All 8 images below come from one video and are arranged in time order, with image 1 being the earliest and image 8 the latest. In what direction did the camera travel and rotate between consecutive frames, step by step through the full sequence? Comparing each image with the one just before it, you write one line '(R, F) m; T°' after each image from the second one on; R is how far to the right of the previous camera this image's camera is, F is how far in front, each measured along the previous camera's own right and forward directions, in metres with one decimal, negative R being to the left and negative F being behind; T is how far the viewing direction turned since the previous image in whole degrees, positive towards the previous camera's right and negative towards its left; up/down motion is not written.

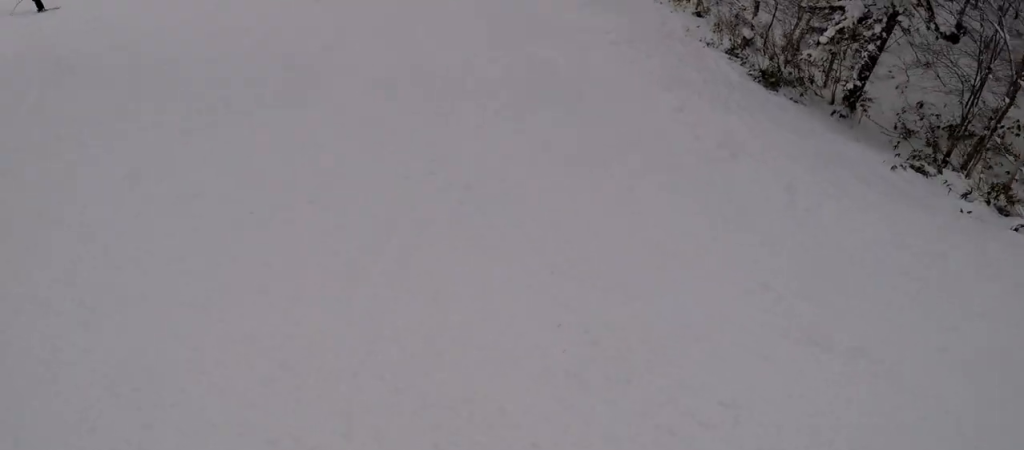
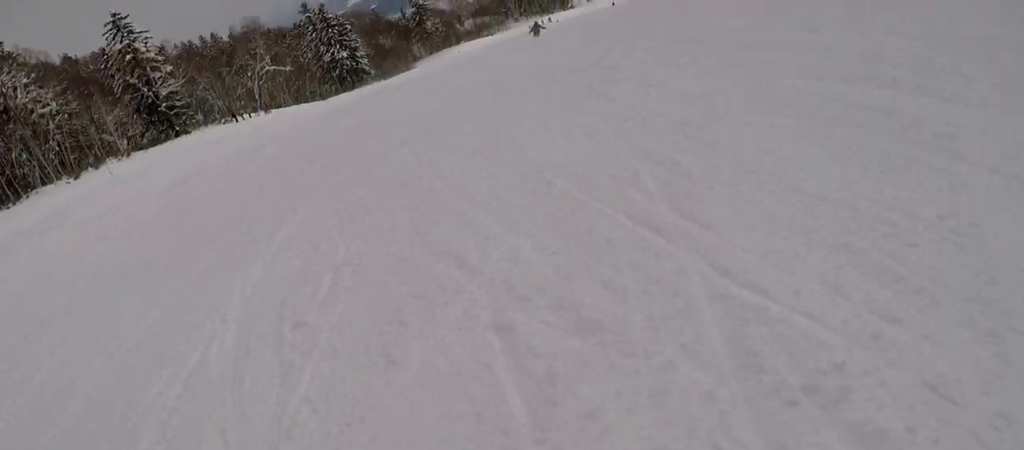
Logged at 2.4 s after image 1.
(-5.5, +18.4) m; -6°
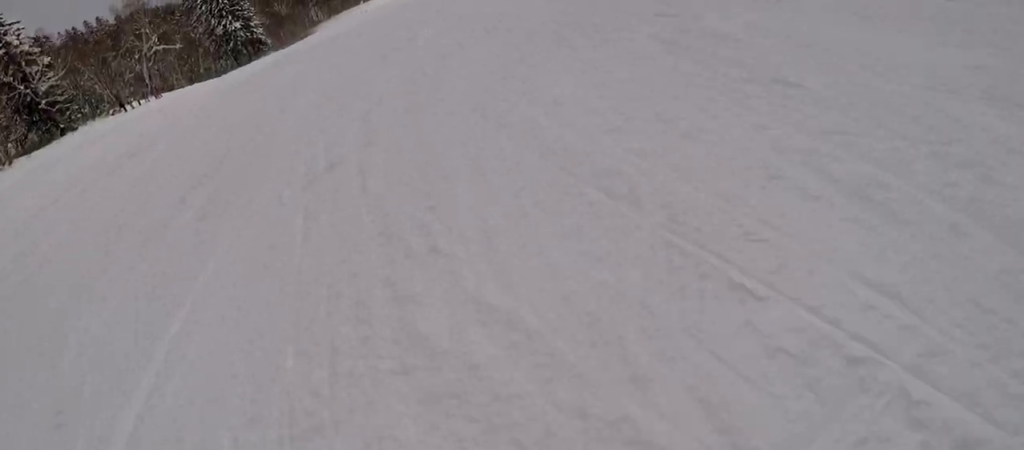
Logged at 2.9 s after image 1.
(+0.4, +3.8) m; +12°
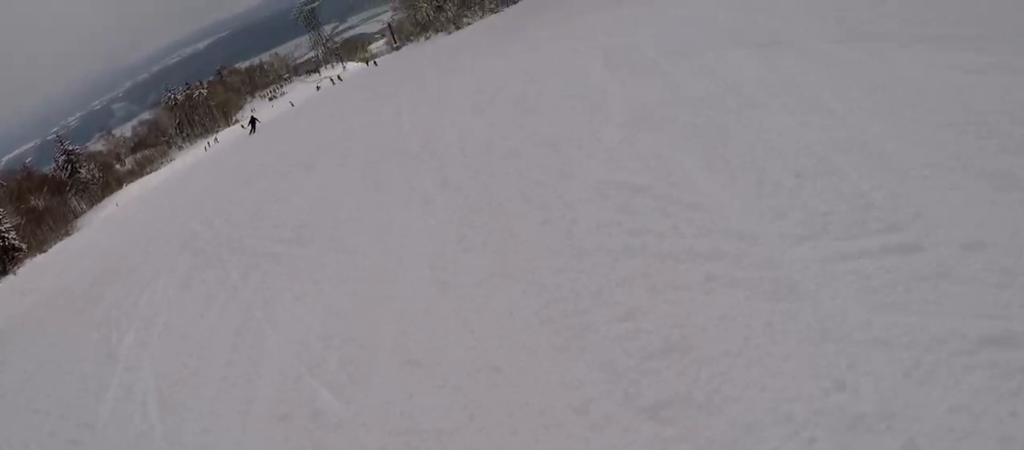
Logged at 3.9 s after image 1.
(+1.7, +7.5) m; +21°
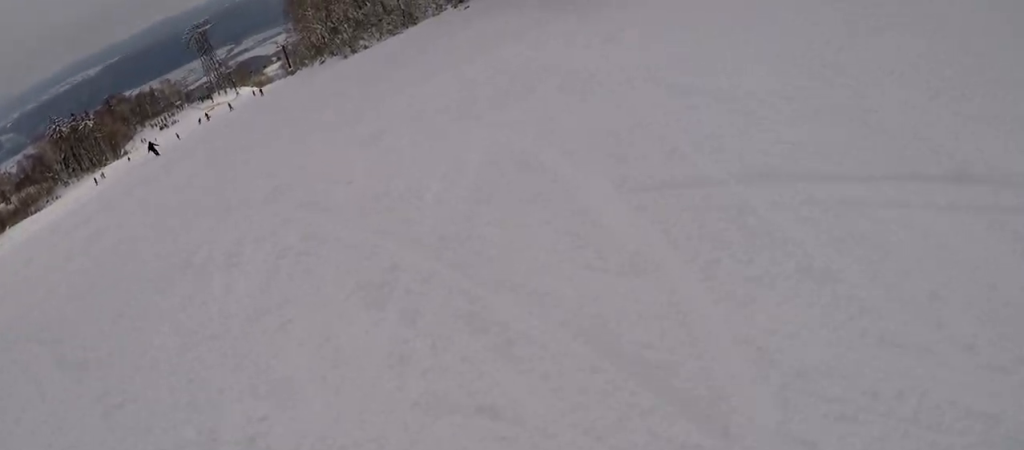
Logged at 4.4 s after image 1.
(+0.9, +3.9) m; +4°
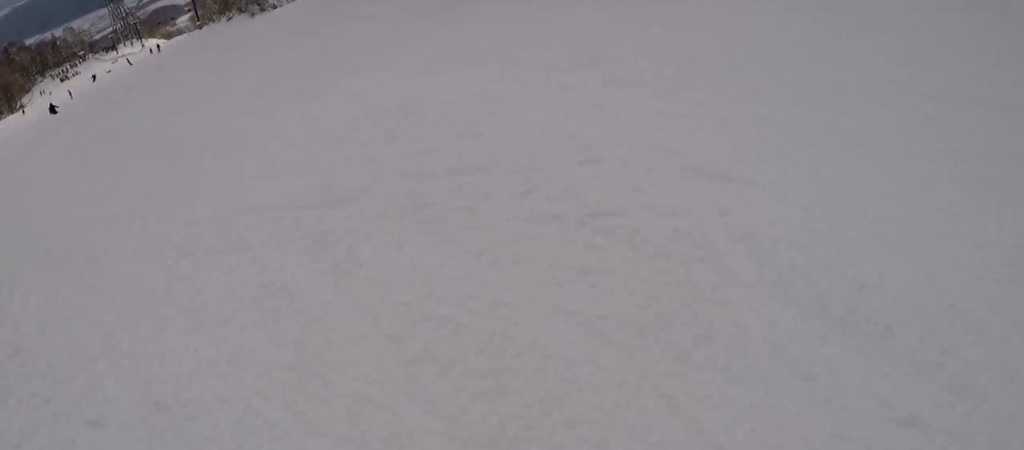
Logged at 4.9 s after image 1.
(-0.1, +3.6) m; -1°
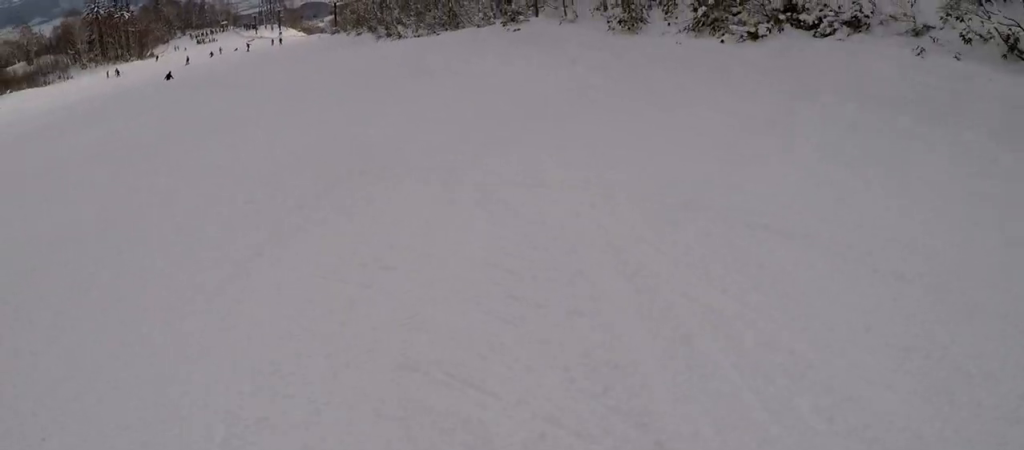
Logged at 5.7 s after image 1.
(-0.6, +6.1) m; -7°
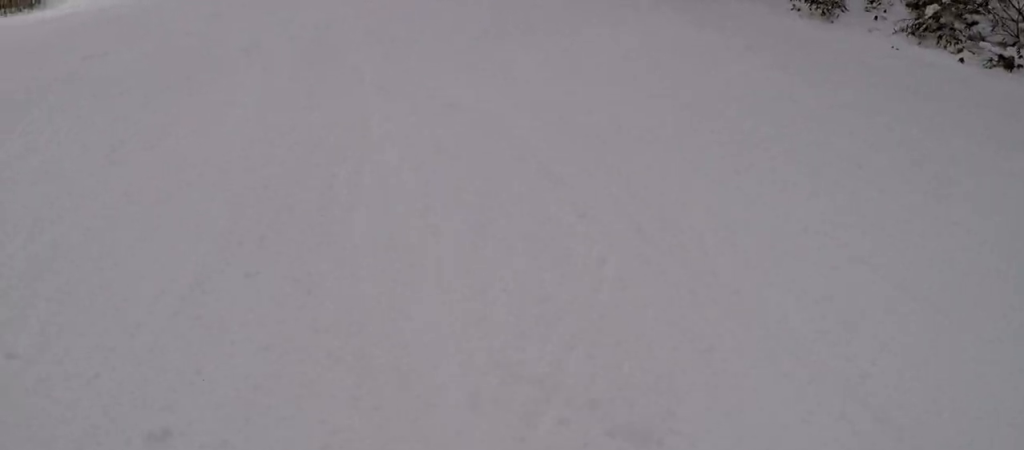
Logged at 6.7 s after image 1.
(+0.2, +7.1) m; -18°
